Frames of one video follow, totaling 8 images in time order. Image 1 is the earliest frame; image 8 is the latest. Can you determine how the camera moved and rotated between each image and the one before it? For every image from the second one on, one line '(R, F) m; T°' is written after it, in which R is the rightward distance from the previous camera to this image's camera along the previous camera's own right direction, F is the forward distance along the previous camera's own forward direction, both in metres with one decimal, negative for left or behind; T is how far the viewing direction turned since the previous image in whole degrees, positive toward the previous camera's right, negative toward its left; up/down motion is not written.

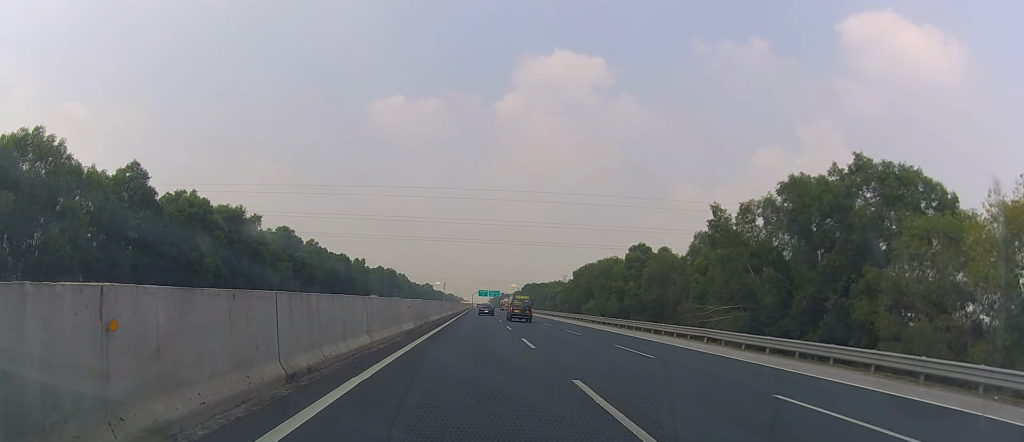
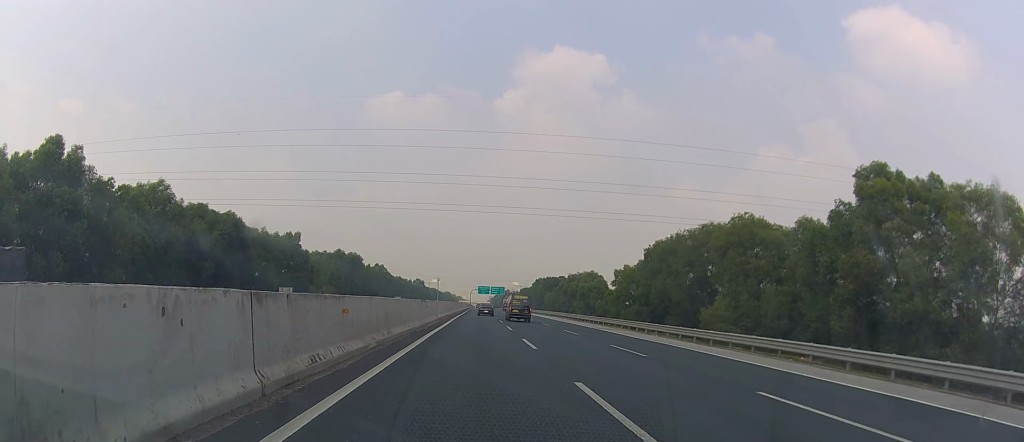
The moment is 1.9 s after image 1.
(+0.2, +61.2) m; 0°
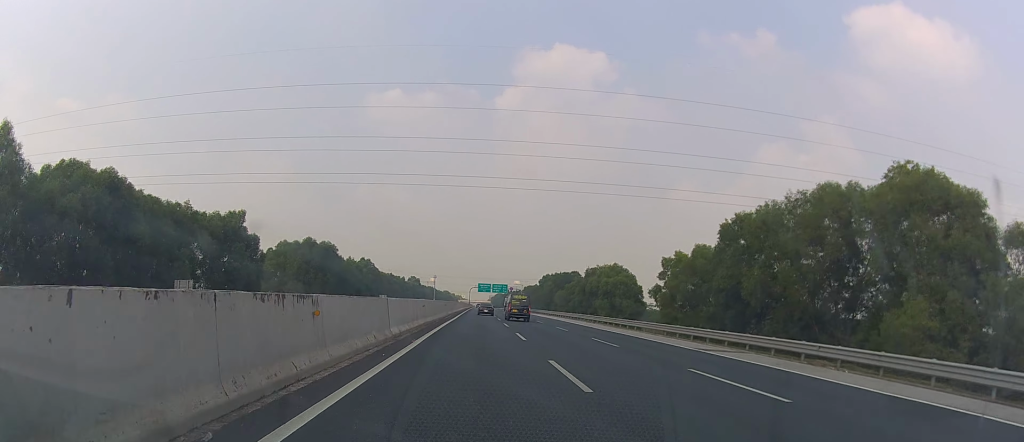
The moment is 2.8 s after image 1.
(-0.3, +26.7) m; -1°
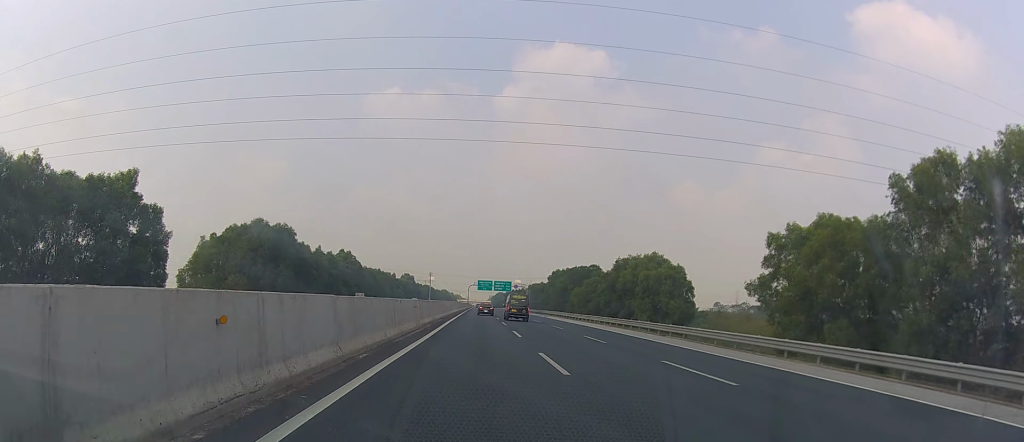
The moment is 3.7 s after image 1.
(-0.1, +29.2) m; 0°
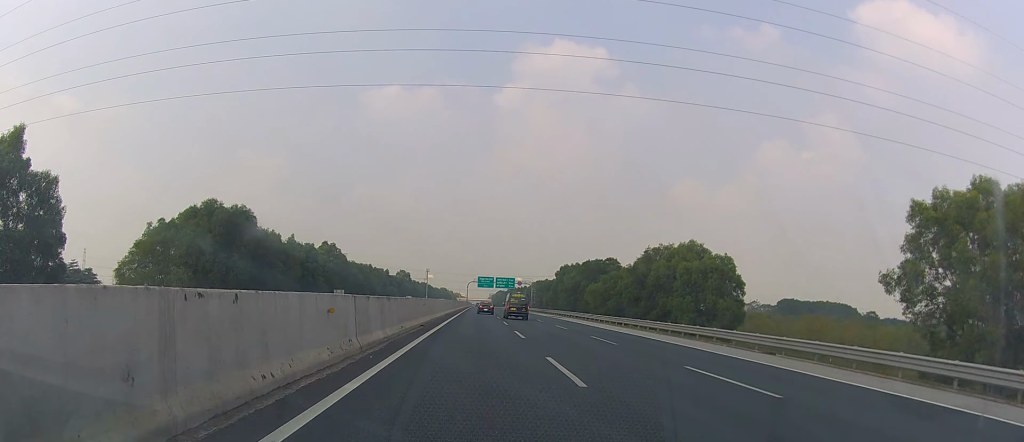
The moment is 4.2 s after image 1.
(0.0, +17.7) m; 0°
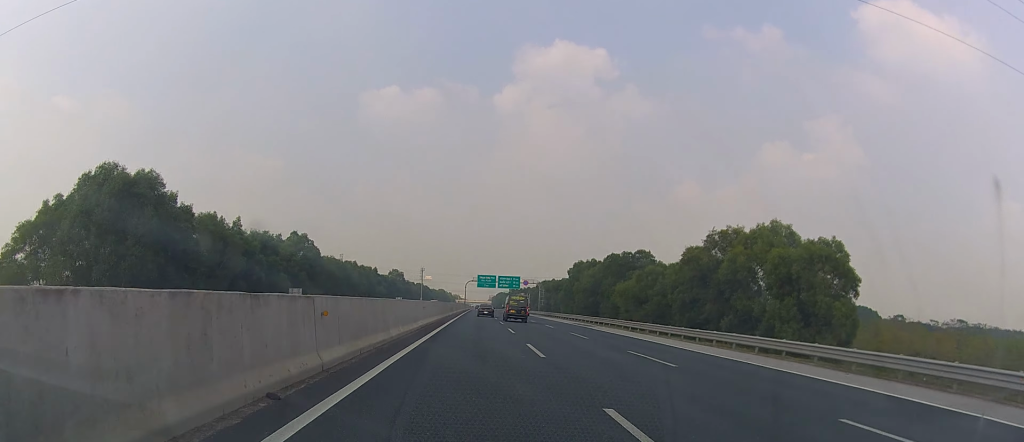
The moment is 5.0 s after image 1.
(+0.4, +24.0) m; 0°
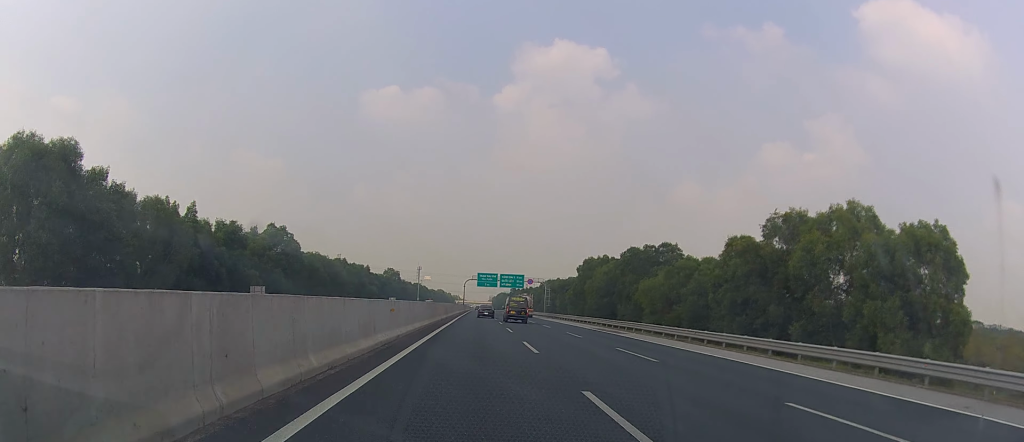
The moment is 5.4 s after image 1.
(-0.2, +13.9) m; -1°
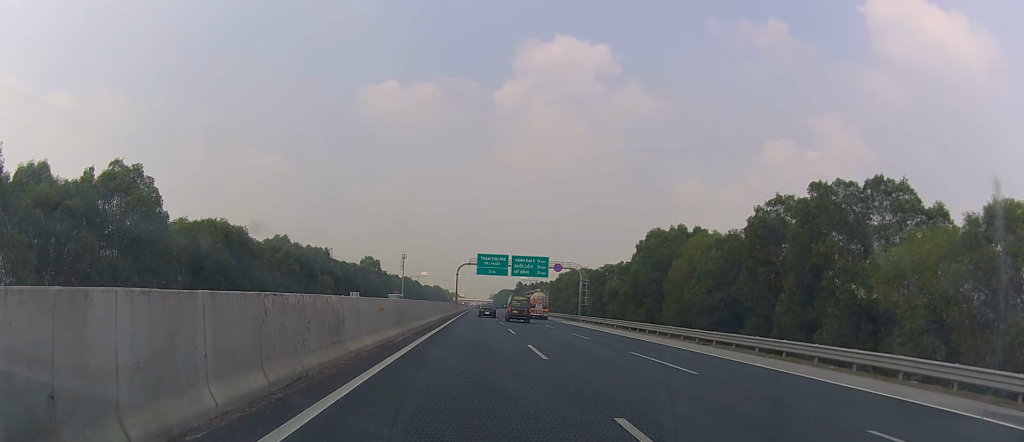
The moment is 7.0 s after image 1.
(-1.4, +50.2) m; 0°
